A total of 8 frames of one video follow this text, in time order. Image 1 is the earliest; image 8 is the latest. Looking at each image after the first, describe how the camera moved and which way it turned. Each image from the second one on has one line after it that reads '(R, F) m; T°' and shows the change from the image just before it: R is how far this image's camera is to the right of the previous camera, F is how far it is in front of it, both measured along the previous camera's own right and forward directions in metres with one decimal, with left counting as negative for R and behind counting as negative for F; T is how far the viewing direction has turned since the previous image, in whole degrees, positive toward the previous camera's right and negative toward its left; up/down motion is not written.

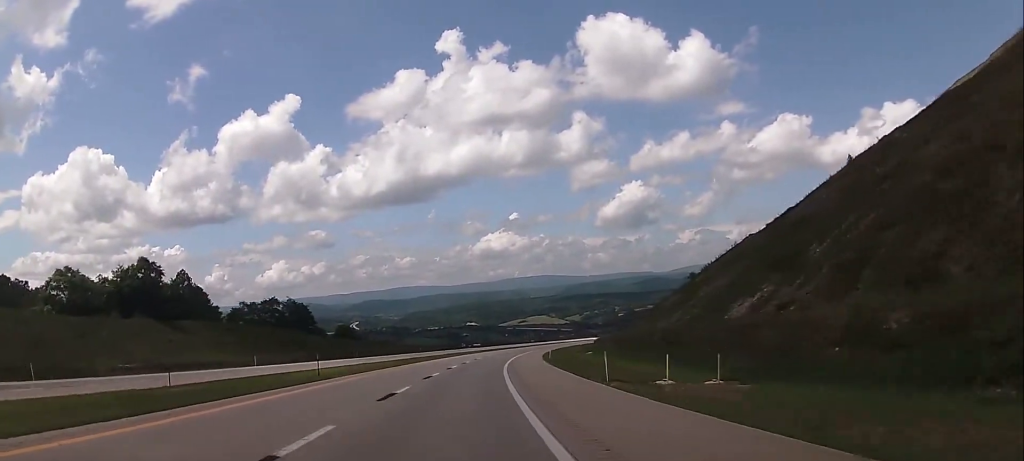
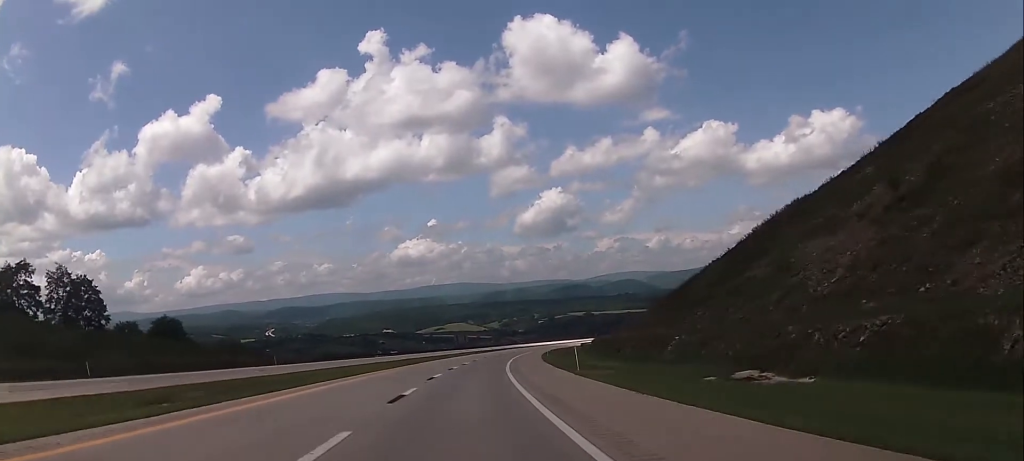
(+3.9, +73.8) m; +6°
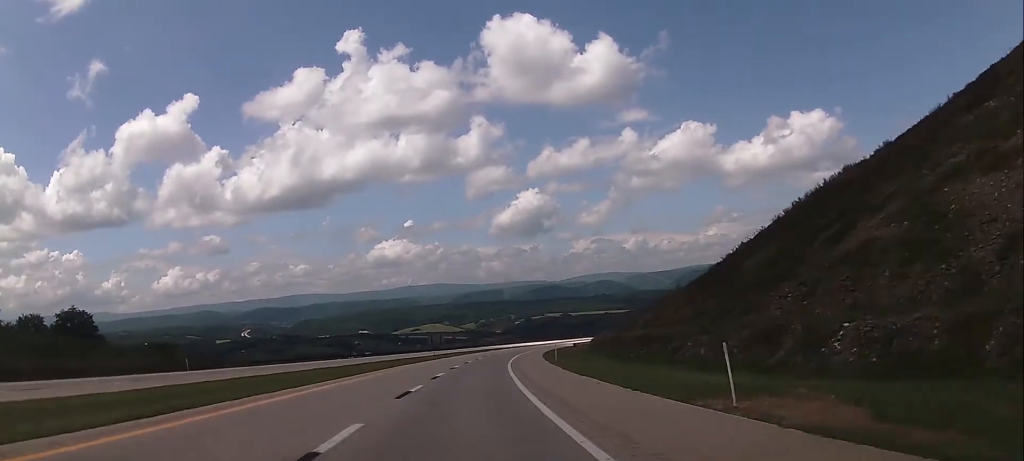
(+0.5, +23.4) m; +3°
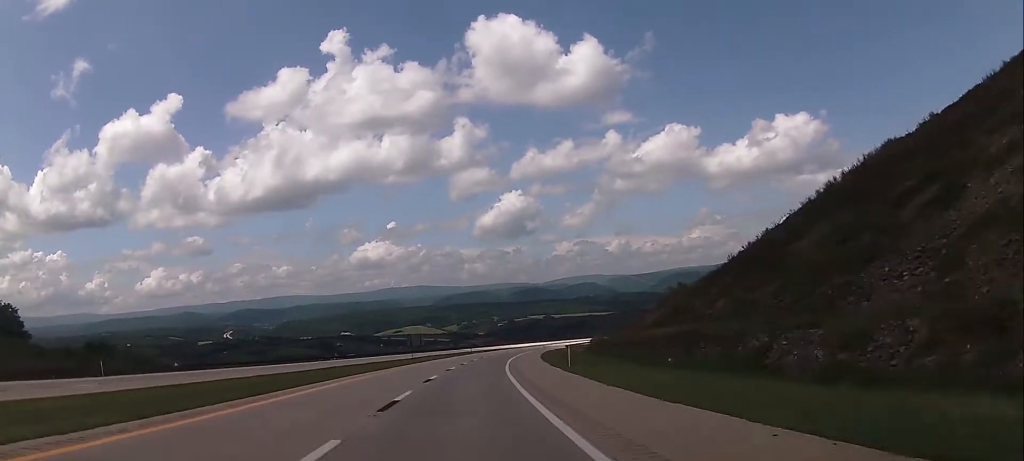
(0.0, +14.6) m; +2°
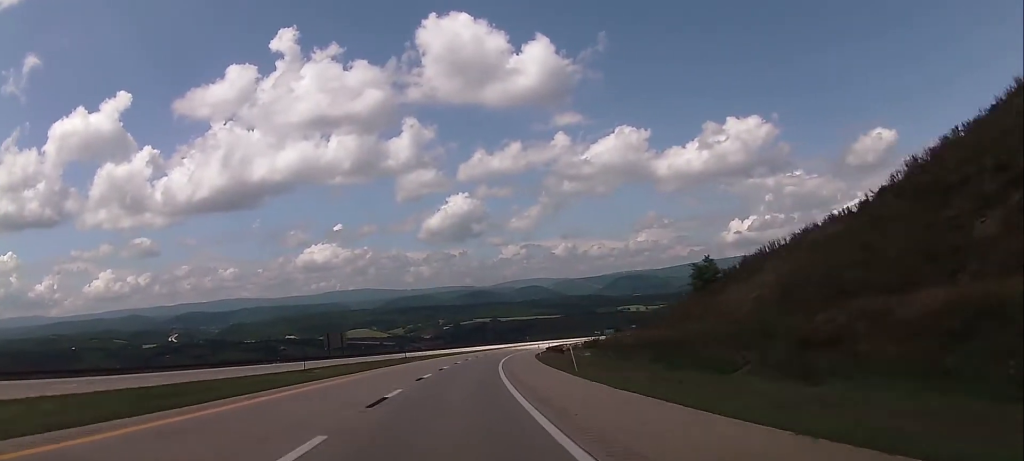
(+2.3, +48.4) m; +4°
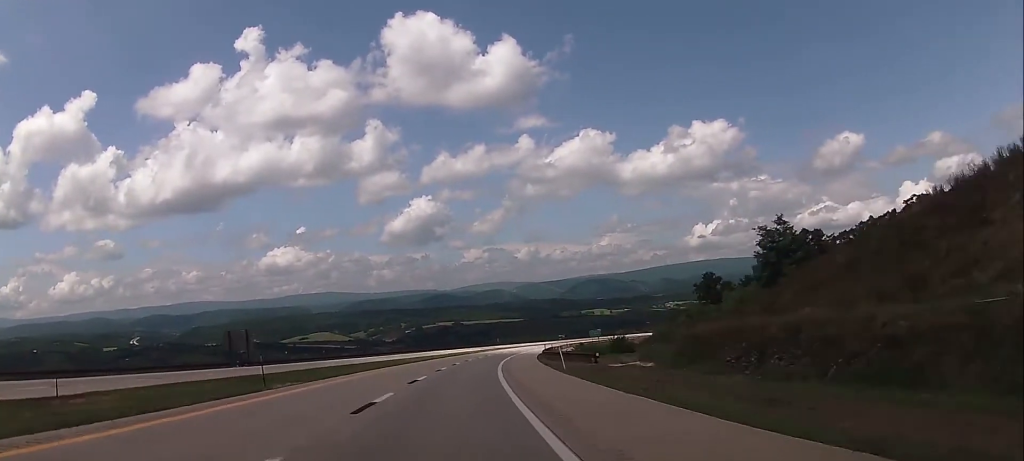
(+0.9, +38.4) m; +4°
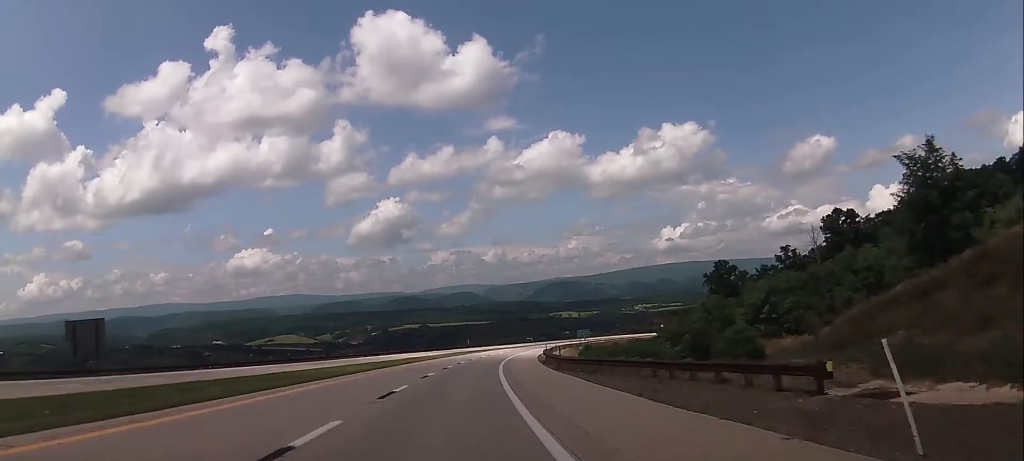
(+1.2, +32.9) m; +3°
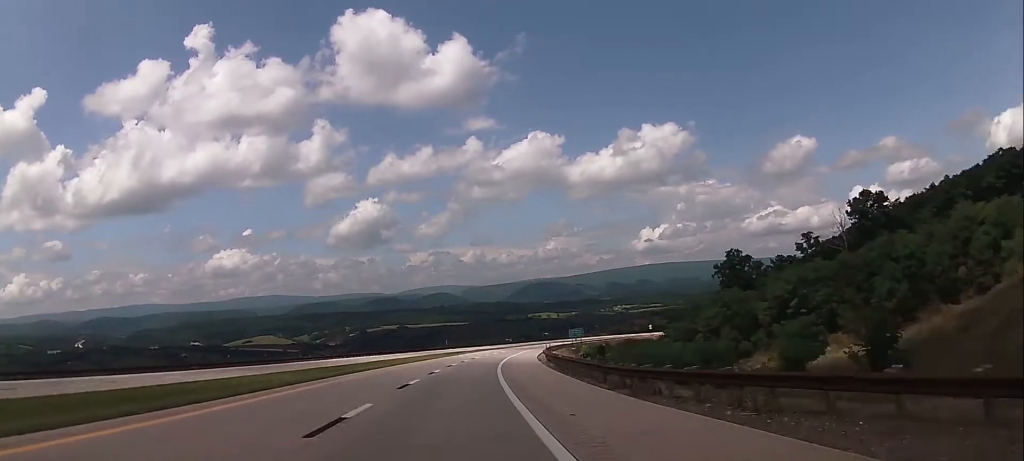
(+0.4, +20.5) m; +2°
